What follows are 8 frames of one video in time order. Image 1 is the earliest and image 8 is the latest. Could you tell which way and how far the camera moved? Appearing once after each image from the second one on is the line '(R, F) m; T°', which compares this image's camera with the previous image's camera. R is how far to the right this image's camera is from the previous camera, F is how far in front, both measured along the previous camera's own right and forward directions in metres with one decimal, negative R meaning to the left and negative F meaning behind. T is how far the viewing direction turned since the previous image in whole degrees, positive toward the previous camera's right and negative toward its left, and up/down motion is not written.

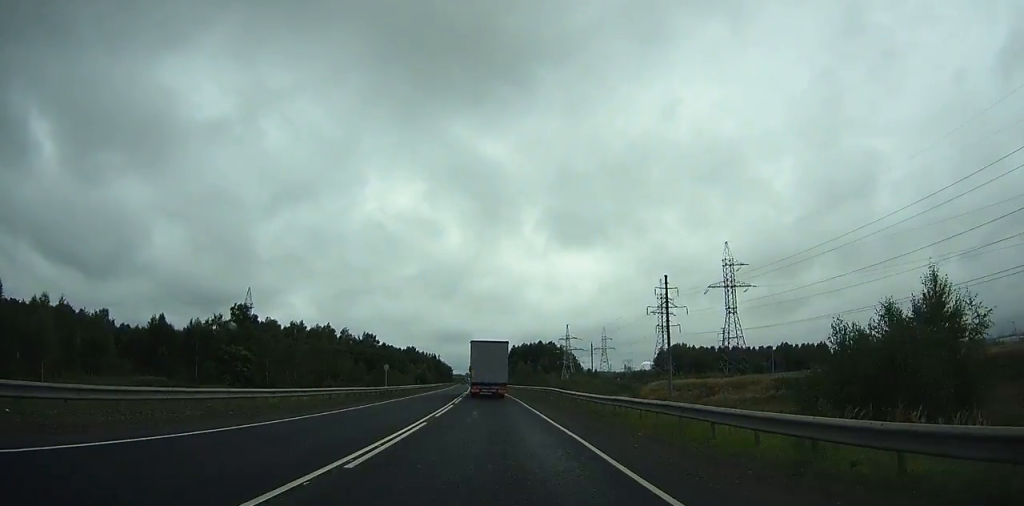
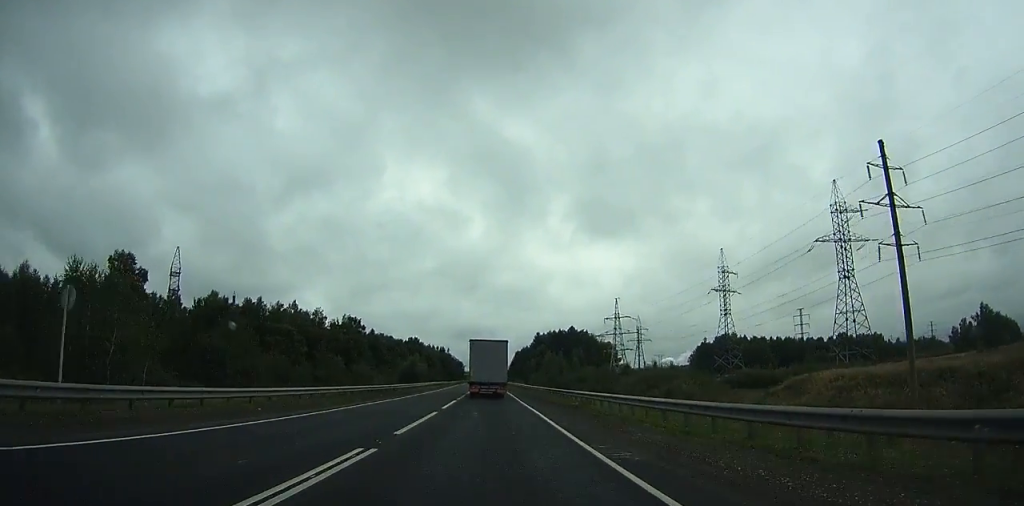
(-1.0, +55.1) m; -2°
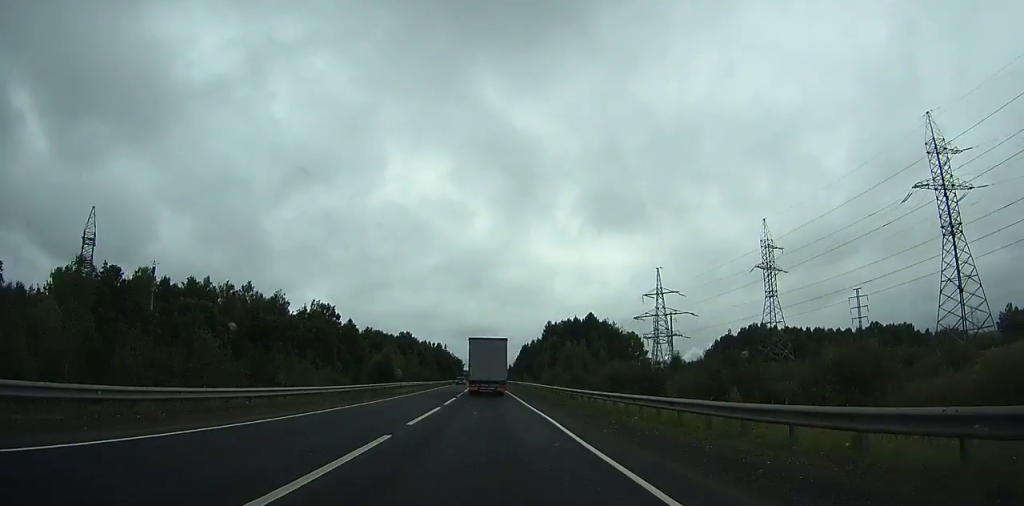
(-0.3, +33.8) m; -1°
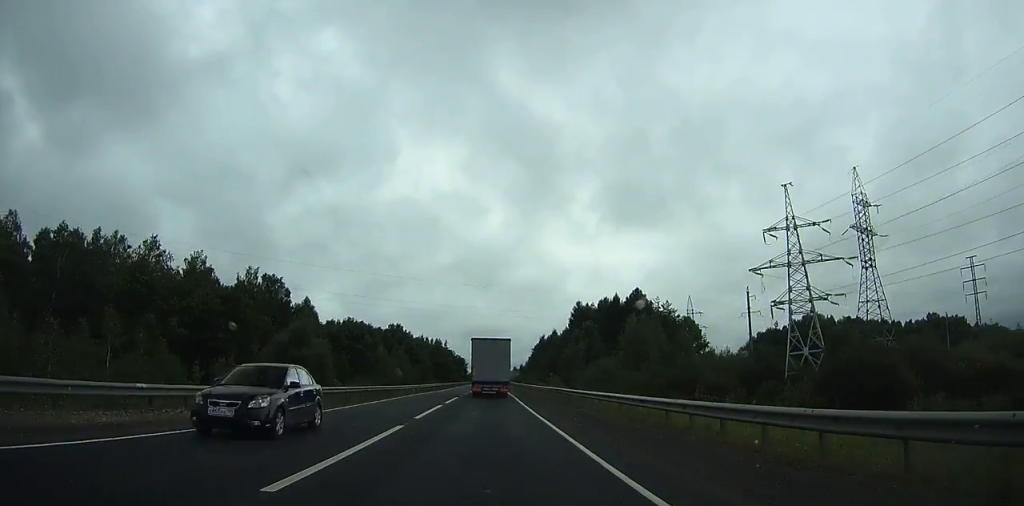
(-0.6, +44.9) m; -1°
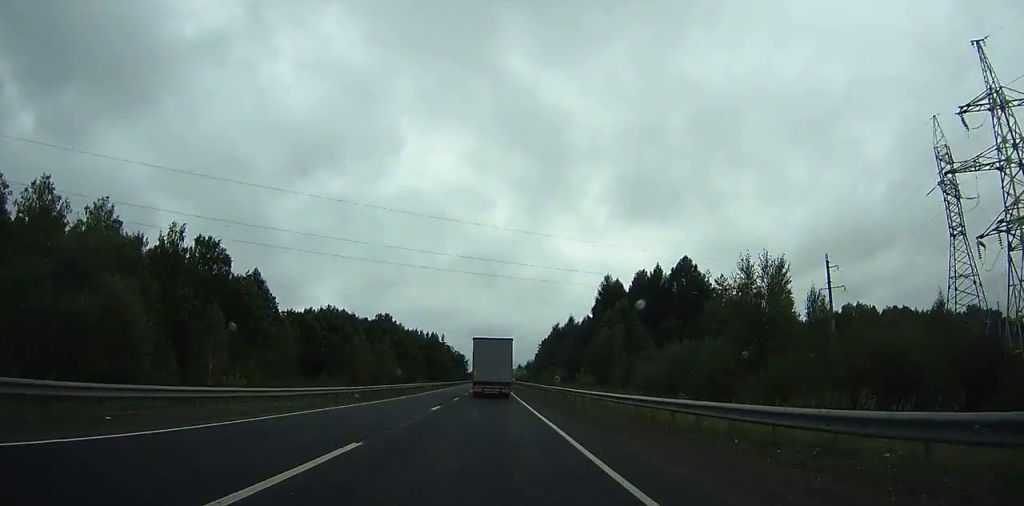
(-0.2, +28.1) m; 0°
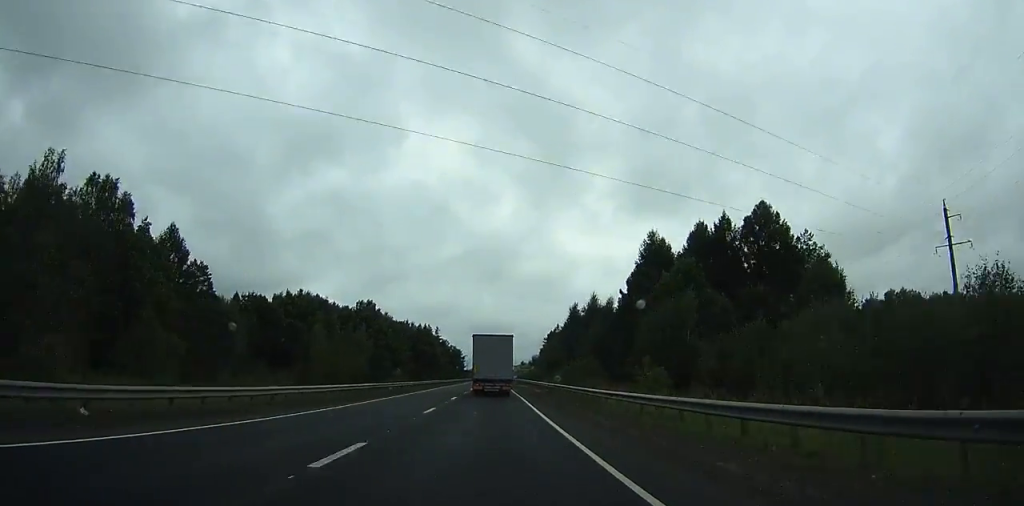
(+0.1, +26.6) m; 0°
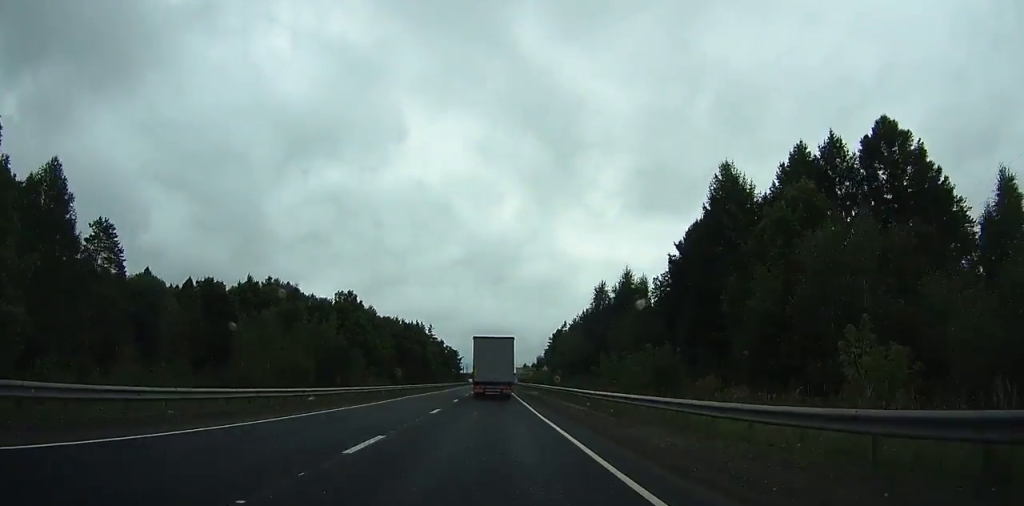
(0.0, +22.3) m; 0°
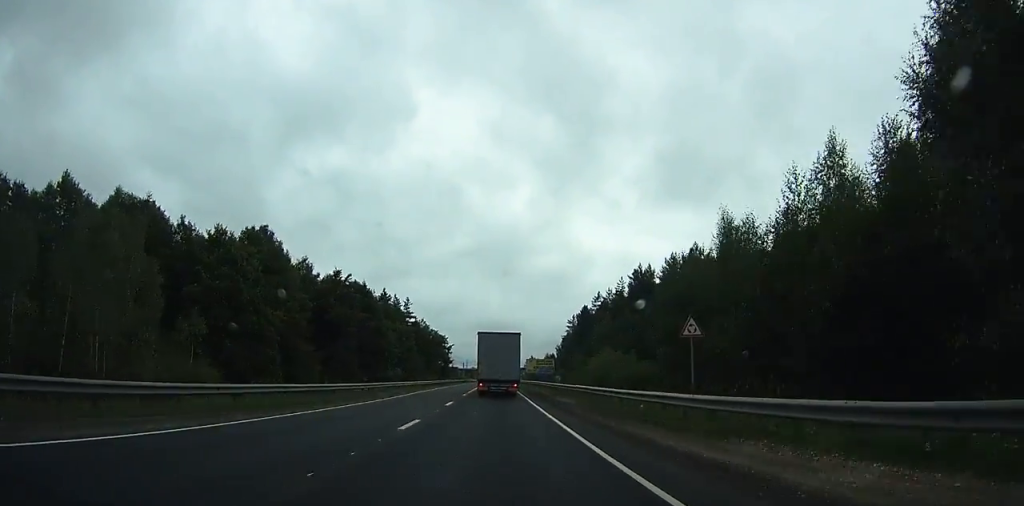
(0.0, +56.0) m; 0°
